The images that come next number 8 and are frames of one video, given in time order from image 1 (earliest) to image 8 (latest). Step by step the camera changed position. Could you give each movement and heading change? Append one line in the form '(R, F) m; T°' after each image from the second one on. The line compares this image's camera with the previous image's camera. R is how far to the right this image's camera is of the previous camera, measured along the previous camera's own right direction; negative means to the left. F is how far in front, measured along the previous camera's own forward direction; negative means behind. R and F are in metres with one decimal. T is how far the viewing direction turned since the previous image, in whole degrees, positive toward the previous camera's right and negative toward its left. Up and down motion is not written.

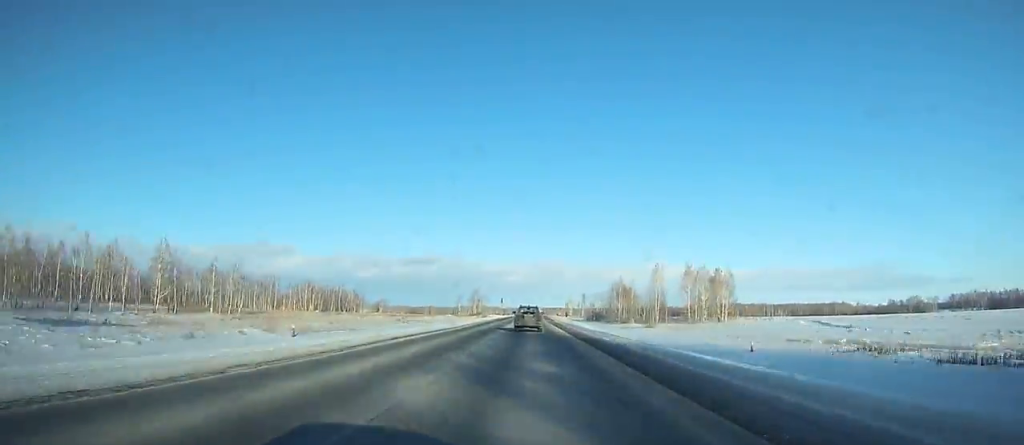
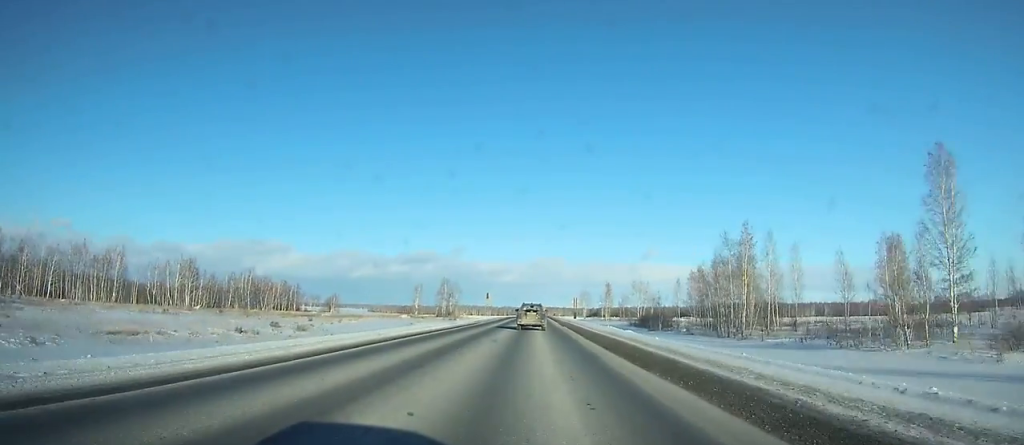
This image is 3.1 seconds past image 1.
(+0.1, +85.1) m; 0°
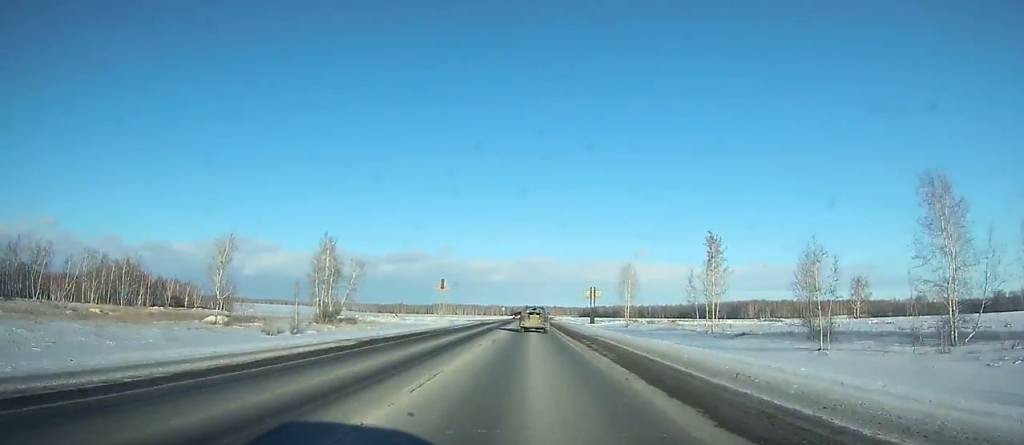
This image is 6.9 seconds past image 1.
(+0.6, +101.6) m; +1°
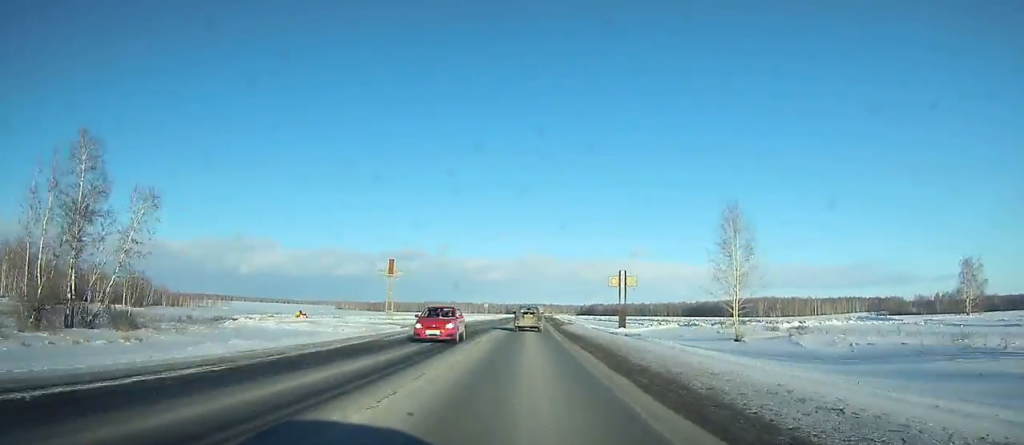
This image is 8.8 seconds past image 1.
(+0.2, +49.8) m; 0°
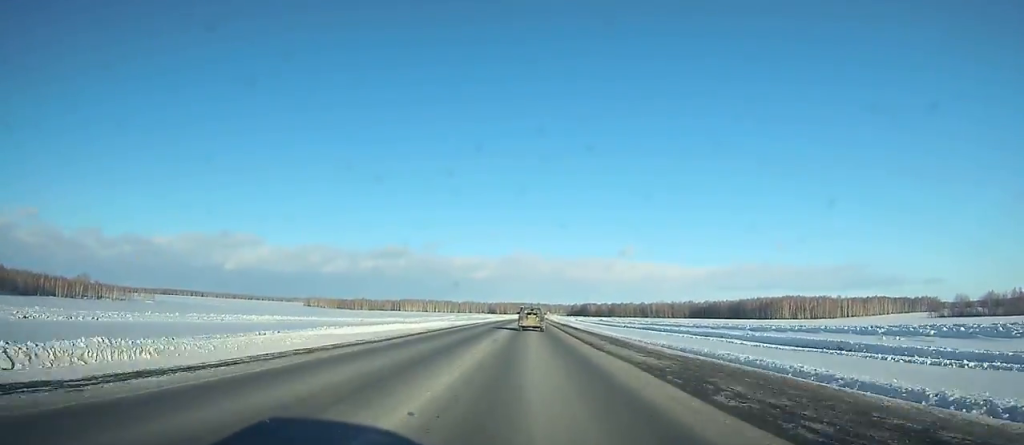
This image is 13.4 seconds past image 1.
(+0.7, +119.2) m; +1°
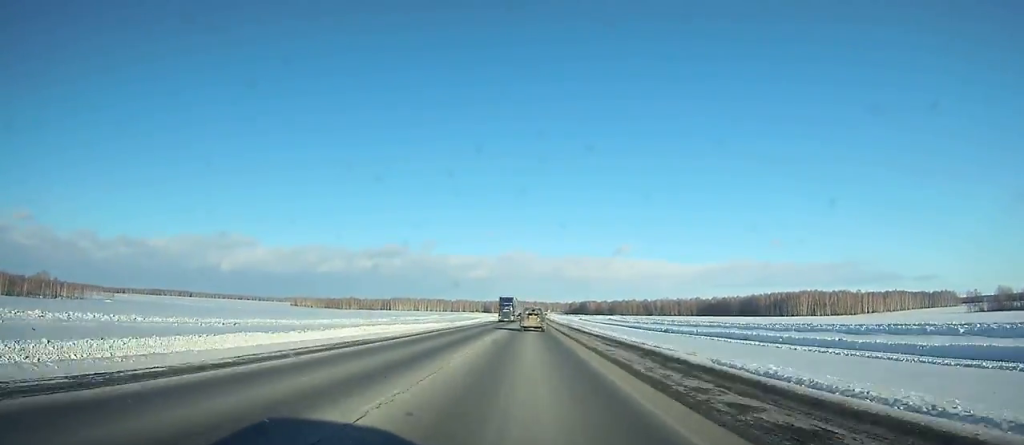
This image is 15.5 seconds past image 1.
(+0.3, +54.3) m; 0°
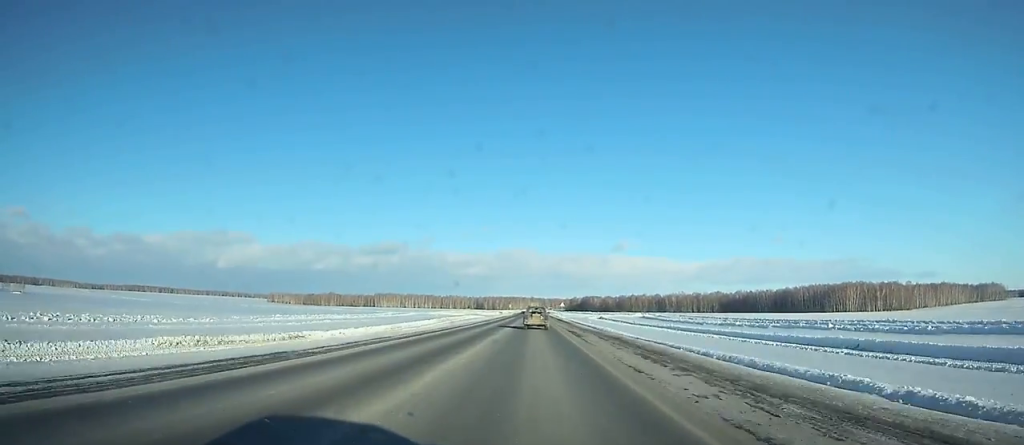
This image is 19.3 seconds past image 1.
(+0.5, +99.2) m; 0°
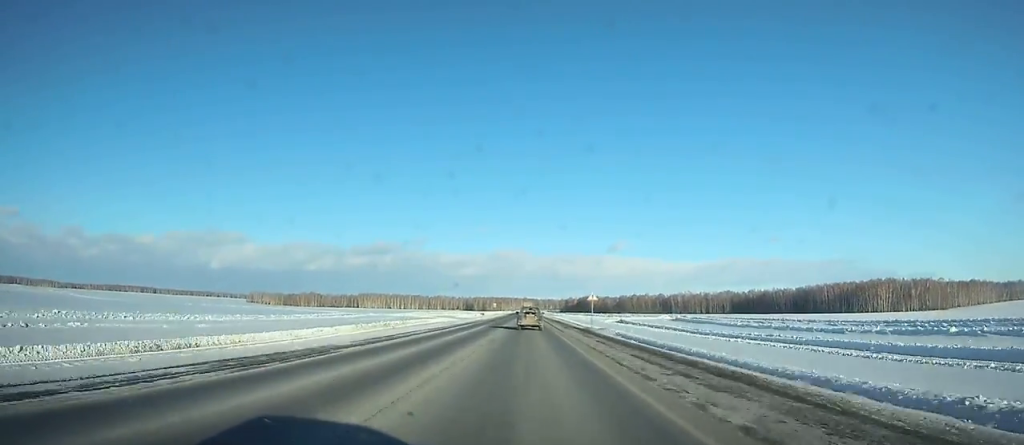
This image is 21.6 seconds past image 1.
(+0.1, +61.0) m; 0°
